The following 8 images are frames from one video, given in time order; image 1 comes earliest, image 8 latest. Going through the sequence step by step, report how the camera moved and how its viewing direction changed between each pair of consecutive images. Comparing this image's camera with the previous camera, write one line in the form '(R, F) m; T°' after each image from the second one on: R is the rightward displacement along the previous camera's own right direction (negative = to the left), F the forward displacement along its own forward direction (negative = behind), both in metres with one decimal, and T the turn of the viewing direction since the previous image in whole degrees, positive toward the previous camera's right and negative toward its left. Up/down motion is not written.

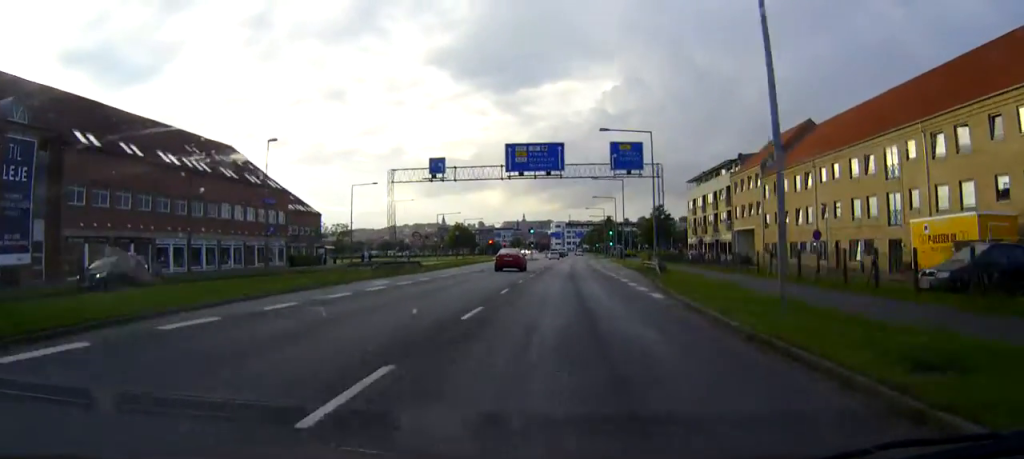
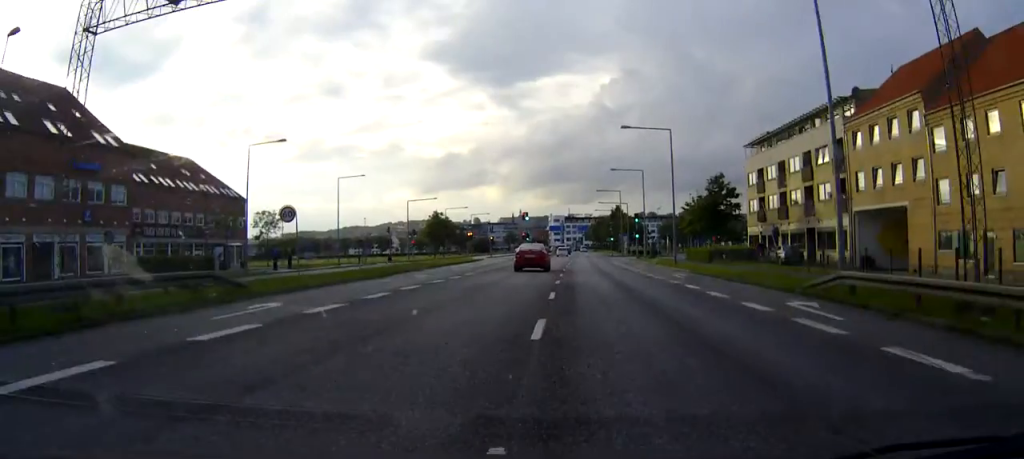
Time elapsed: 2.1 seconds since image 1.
(0.0, +33.3) m; 0°
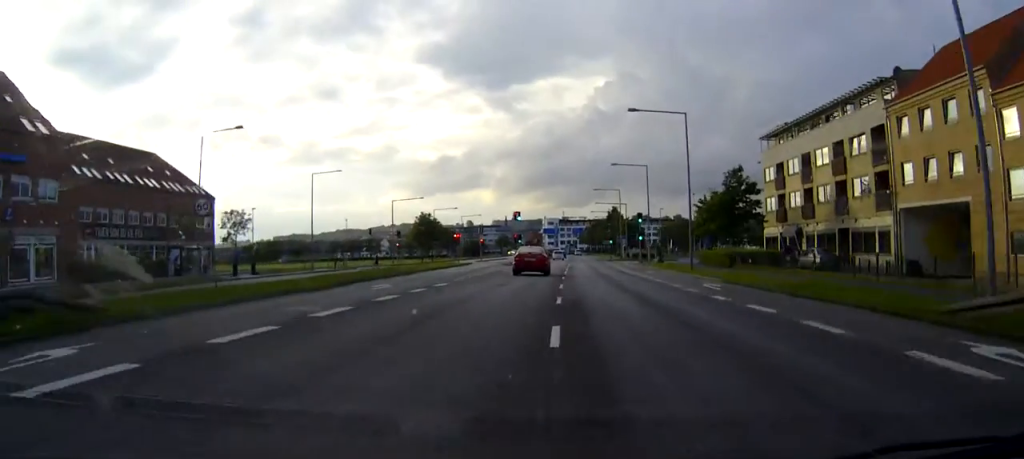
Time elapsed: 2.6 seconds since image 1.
(0.0, +8.0) m; 0°
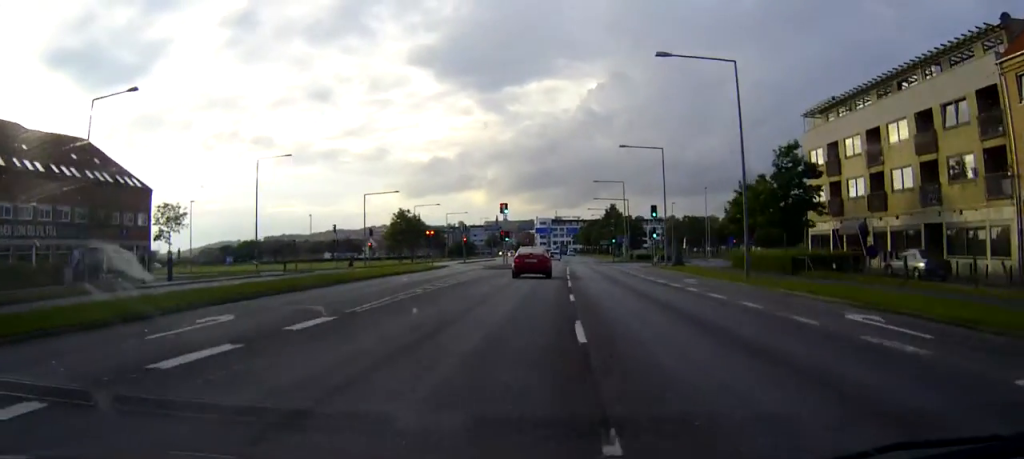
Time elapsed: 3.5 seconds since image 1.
(+0.1, +14.2) m; +1°
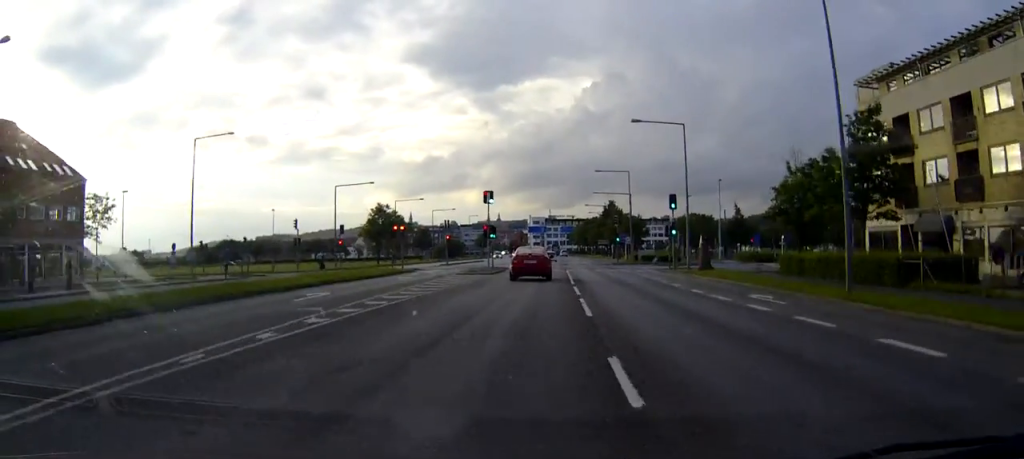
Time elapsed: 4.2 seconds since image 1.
(+0.1, +12.0) m; 0°
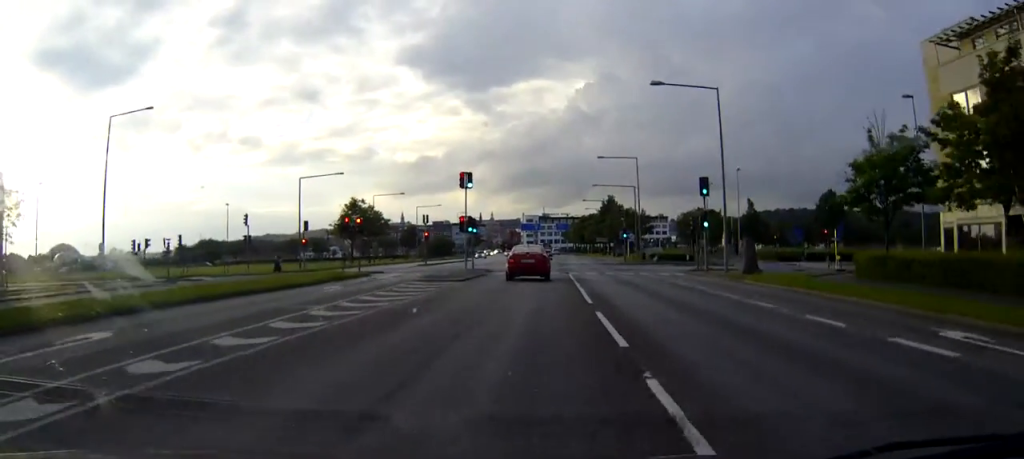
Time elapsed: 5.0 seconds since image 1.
(0.0, +11.8) m; 0°
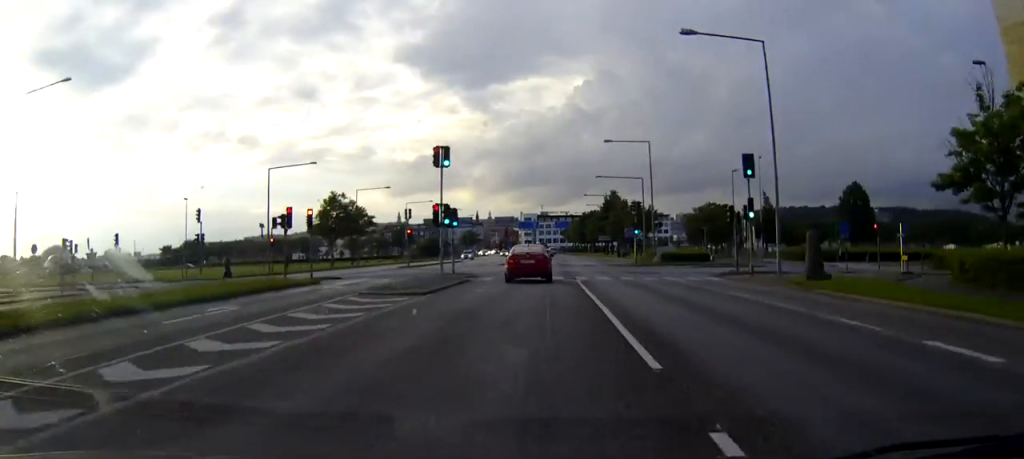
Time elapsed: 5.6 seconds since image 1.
(0.0, +9.2) m; 0°
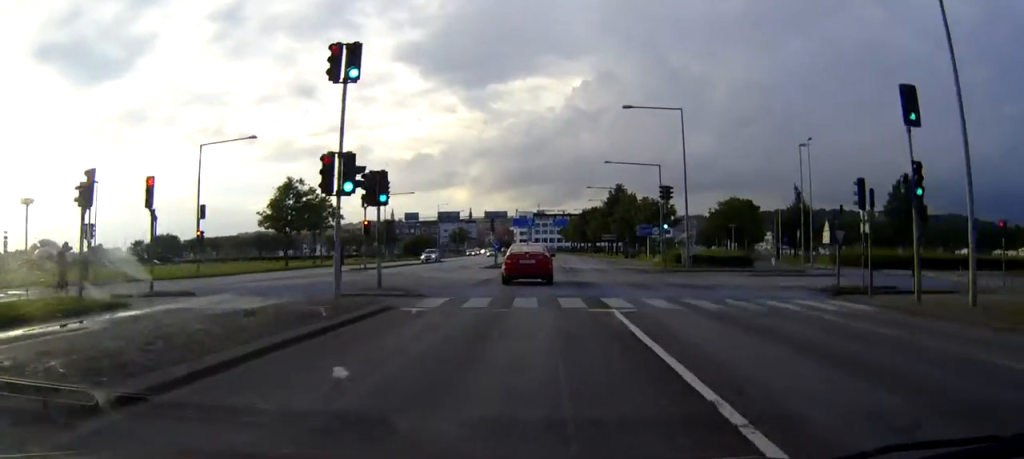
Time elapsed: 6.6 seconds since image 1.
(+0.1, +15.2) m; 0°
